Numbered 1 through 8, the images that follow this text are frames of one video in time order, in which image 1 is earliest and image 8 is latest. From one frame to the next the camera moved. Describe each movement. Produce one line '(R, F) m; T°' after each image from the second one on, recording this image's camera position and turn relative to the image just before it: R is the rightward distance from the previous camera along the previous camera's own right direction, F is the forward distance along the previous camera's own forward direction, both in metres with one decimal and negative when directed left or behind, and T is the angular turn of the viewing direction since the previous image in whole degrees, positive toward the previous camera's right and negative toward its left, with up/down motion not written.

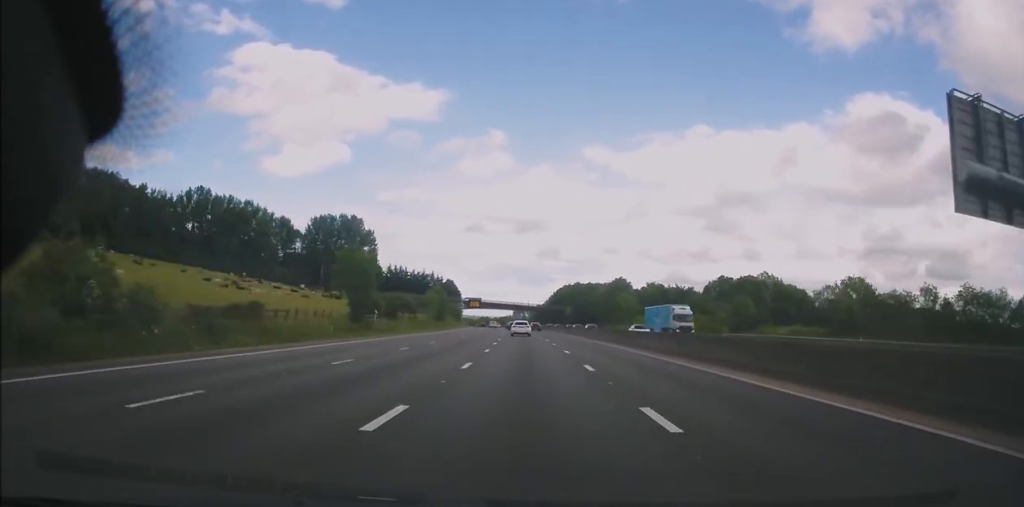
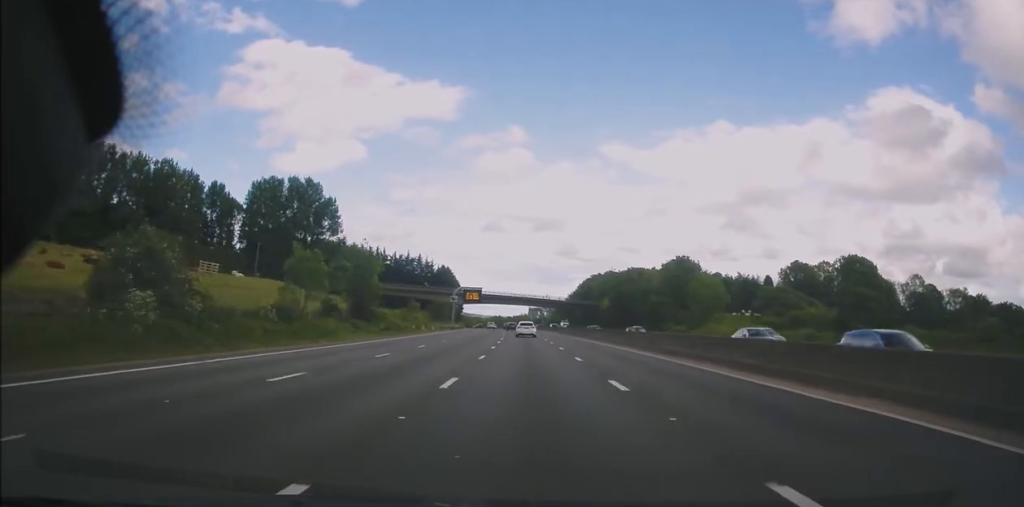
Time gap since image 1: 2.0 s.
(-0.9, +58.8) m; -2°
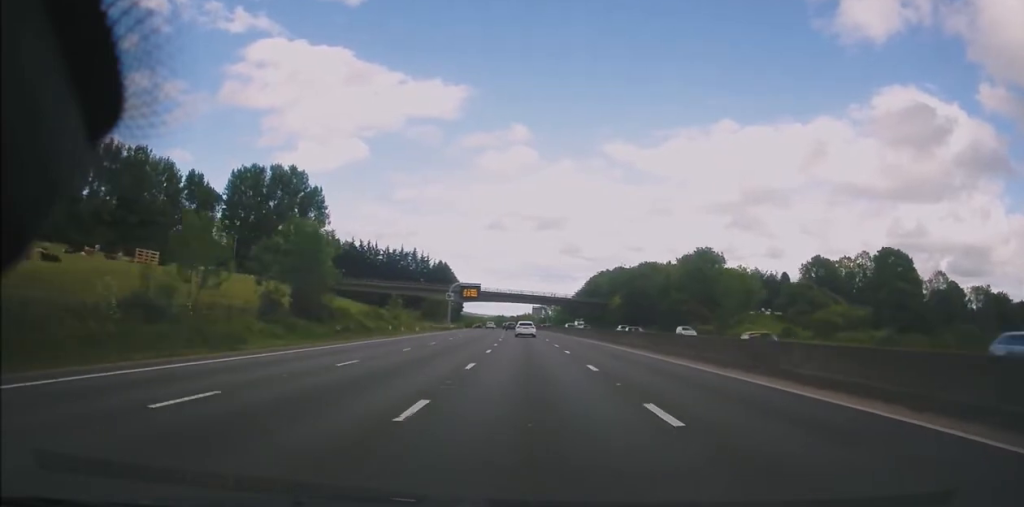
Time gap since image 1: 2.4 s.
(0.0, +13.2) m; 0°
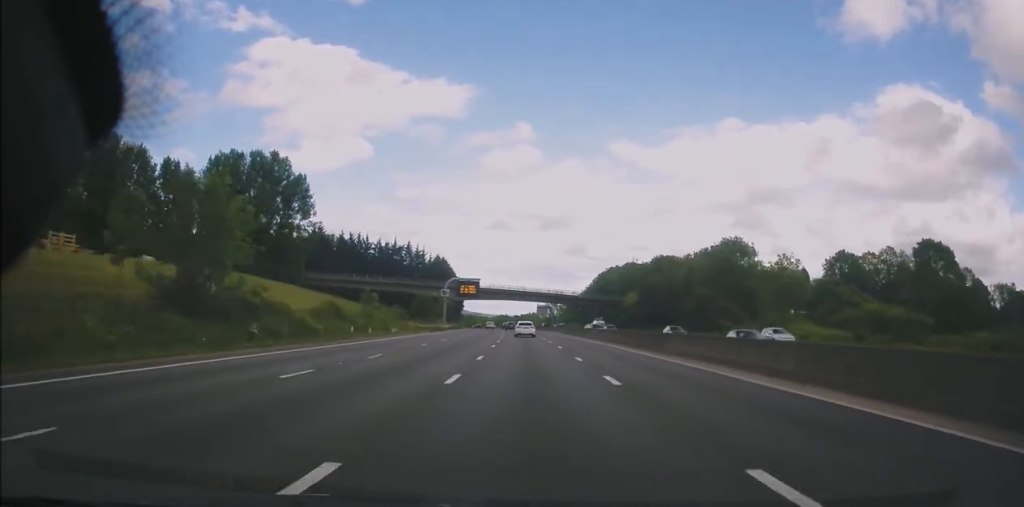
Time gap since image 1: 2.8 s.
(+0.1, +13.2) m; 0°
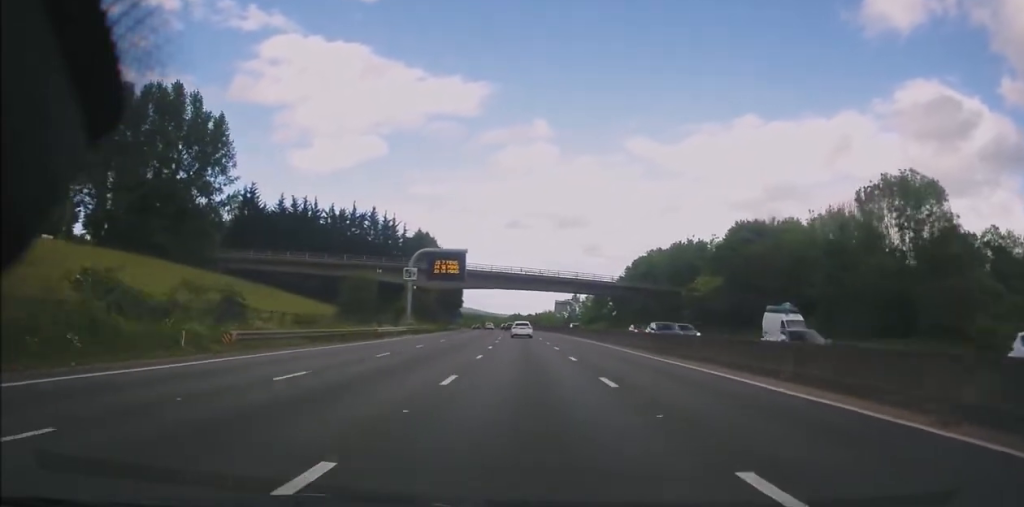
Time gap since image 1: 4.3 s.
(-0.7, +45.1) m; -2°
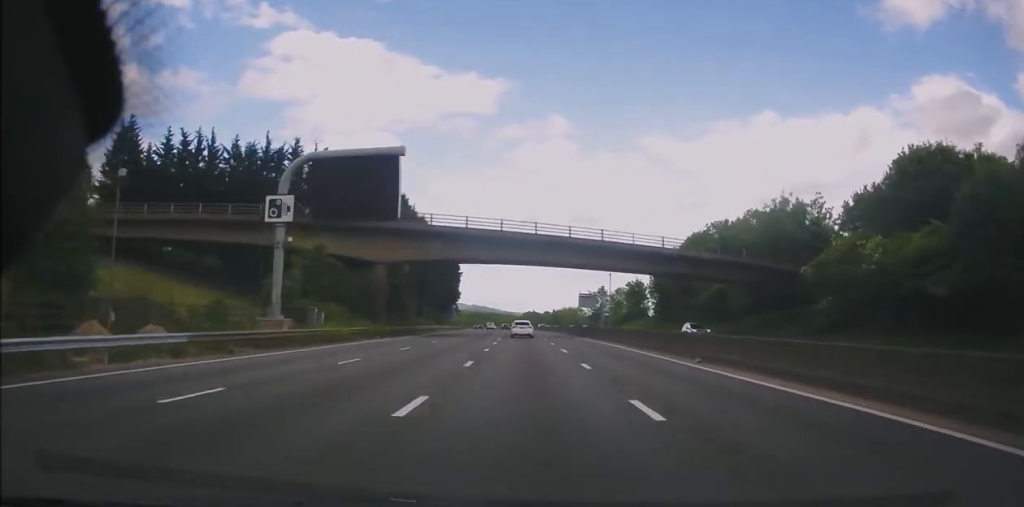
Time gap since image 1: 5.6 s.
(-0.9, +40.5) m; -2°
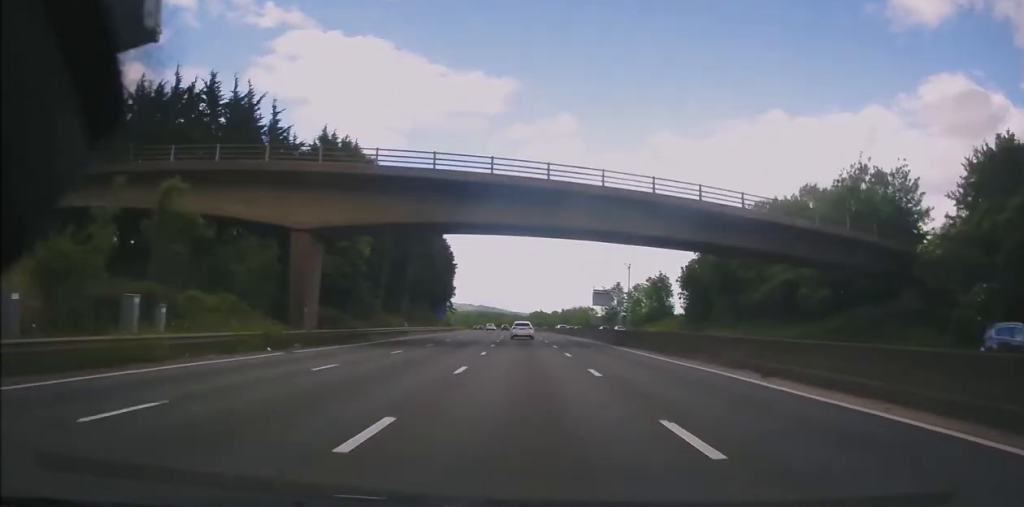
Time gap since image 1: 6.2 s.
(-0.1, +20.0) m; 0°
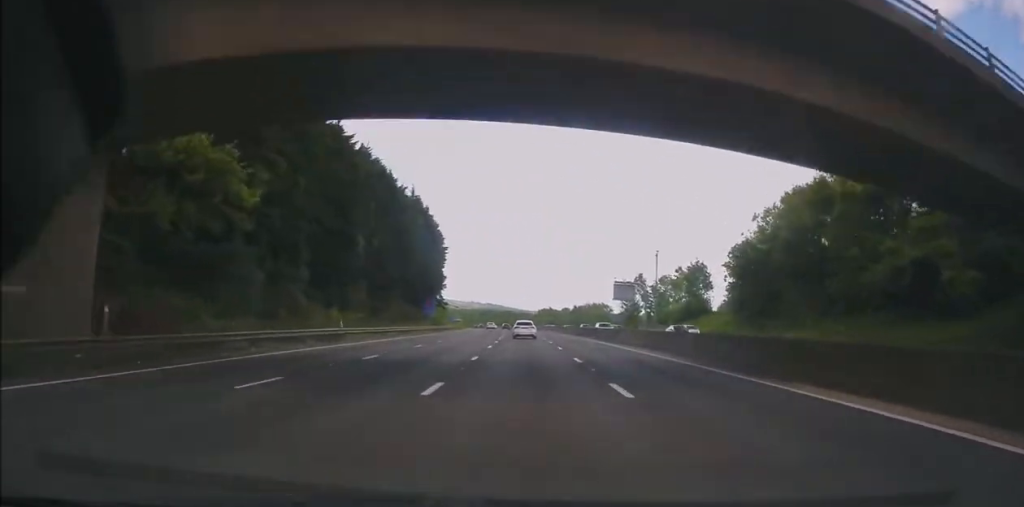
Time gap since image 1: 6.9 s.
(+0.4, +22.2) m; 0°
